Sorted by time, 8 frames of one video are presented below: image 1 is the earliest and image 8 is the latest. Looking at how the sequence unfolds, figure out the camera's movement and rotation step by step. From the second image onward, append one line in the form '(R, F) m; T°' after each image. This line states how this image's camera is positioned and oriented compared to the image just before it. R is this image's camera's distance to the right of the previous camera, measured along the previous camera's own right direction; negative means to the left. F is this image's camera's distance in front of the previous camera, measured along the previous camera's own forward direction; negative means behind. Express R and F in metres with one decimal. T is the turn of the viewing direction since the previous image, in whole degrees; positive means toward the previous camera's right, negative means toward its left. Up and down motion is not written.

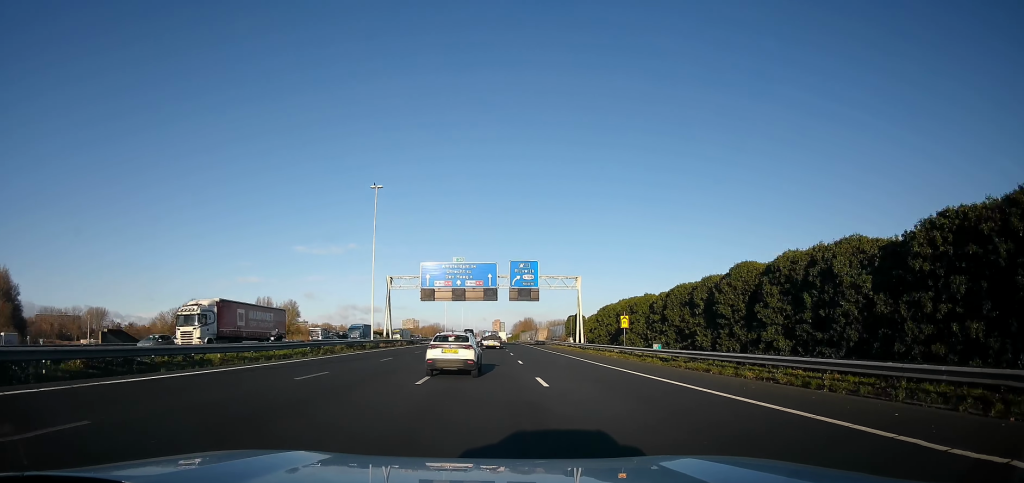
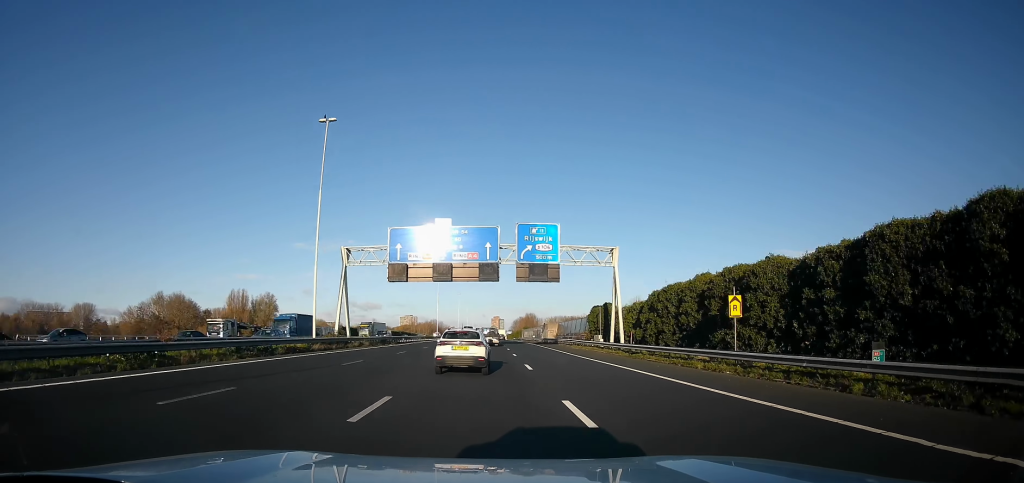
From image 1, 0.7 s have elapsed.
(+0.1, +18.3) m; 0°
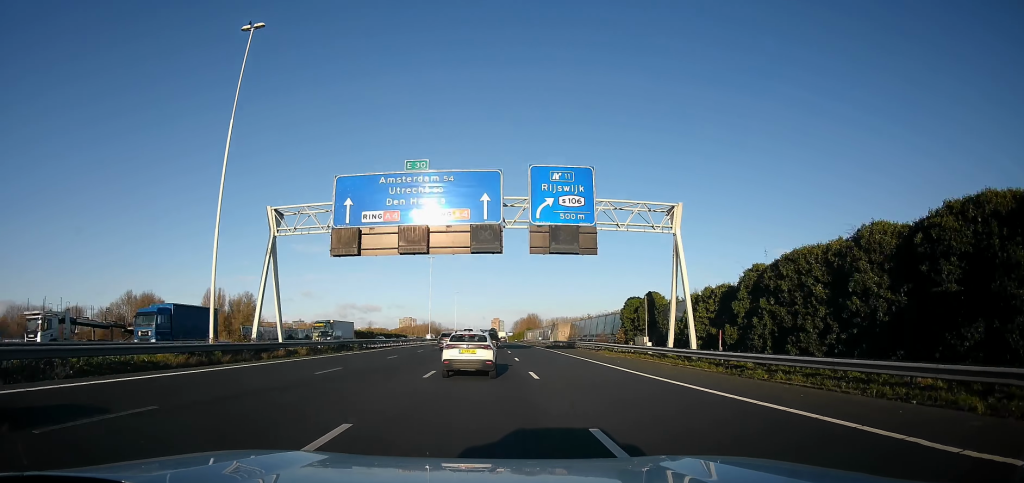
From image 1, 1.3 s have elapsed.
(-0.6, +14.7) m; +1°
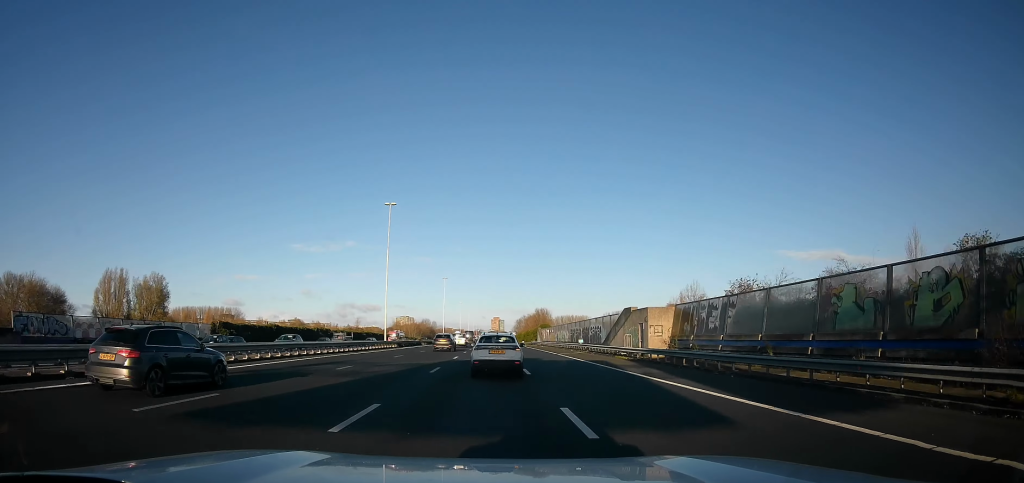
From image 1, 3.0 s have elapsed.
(+1.2, +44.8) m; 0°
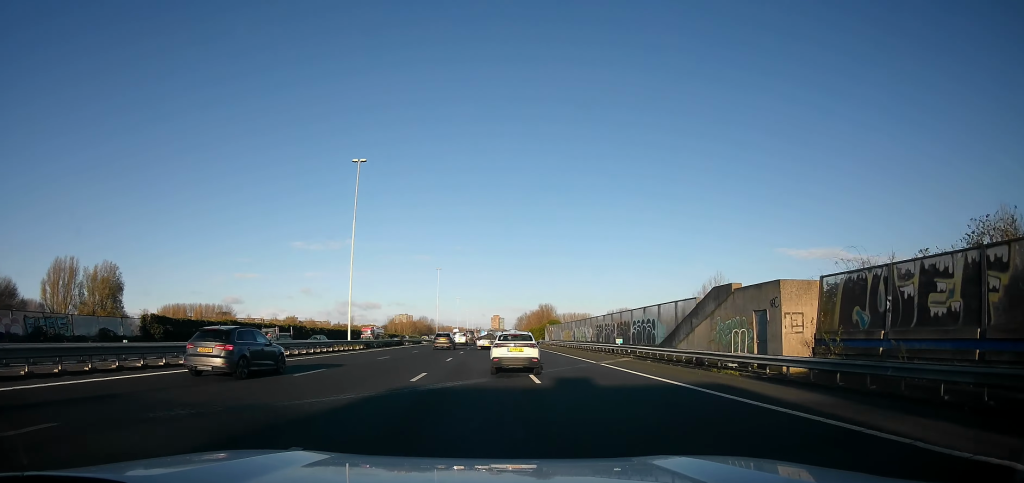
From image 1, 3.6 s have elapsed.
(-0.2, +16.3) m; -2°
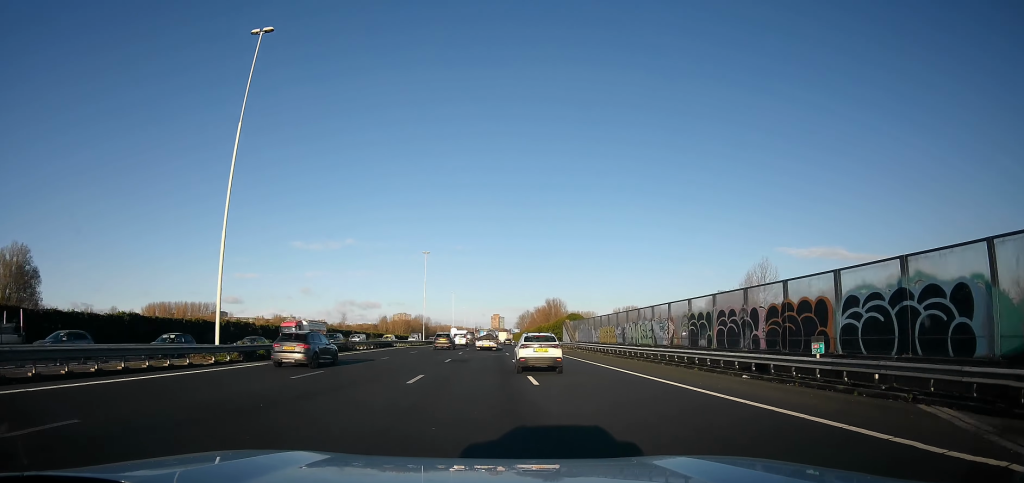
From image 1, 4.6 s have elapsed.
(-0.7, +23.9) m; -1°
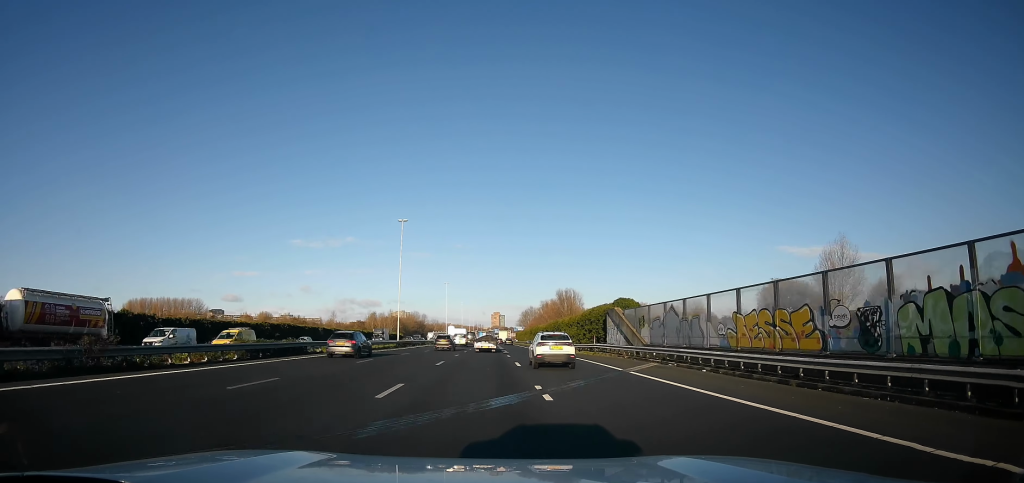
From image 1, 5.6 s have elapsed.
(+0.4, +27.3) m; +2°
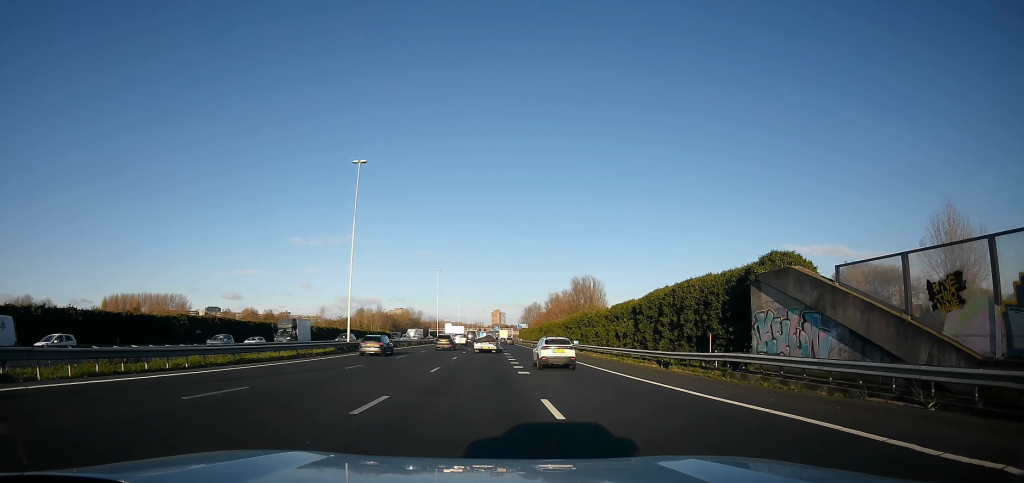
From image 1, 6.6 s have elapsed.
(+0.4, +25.7) m; +1°
